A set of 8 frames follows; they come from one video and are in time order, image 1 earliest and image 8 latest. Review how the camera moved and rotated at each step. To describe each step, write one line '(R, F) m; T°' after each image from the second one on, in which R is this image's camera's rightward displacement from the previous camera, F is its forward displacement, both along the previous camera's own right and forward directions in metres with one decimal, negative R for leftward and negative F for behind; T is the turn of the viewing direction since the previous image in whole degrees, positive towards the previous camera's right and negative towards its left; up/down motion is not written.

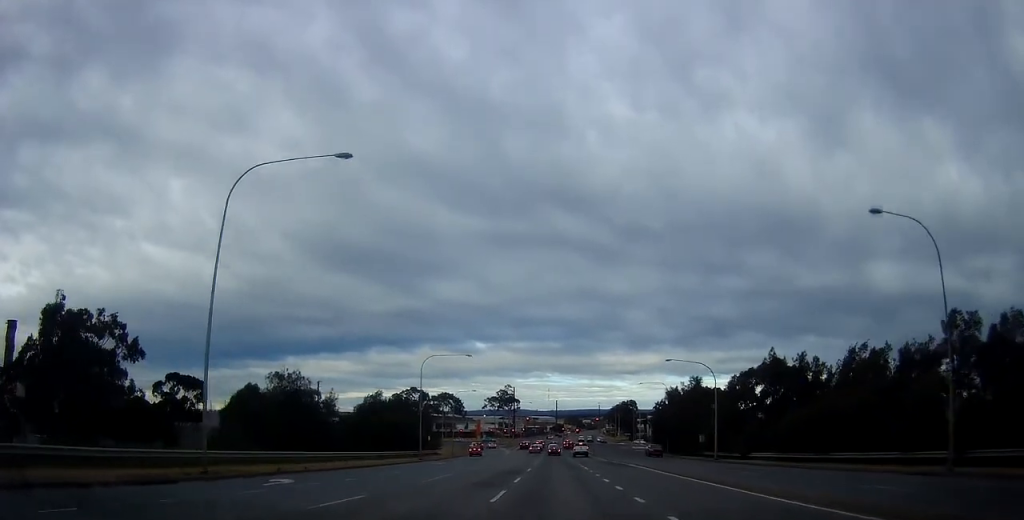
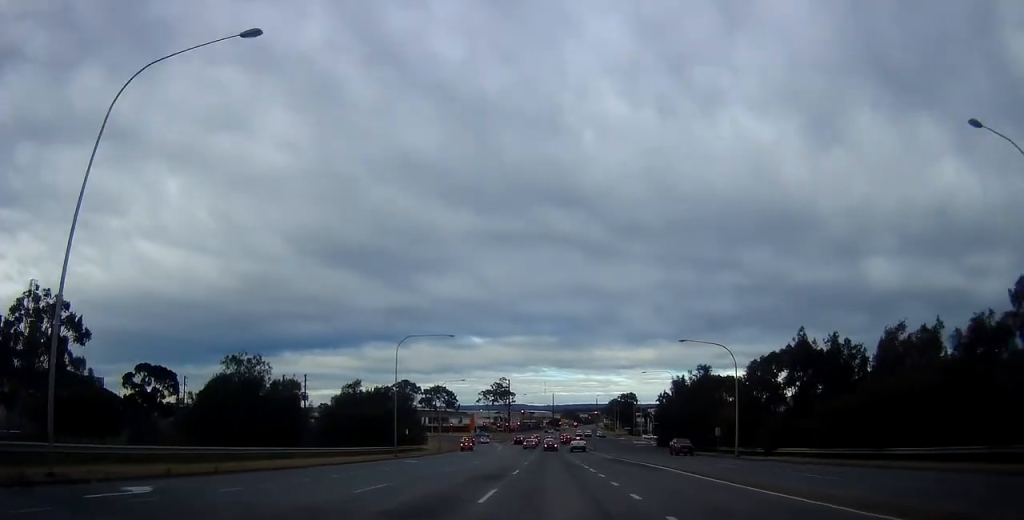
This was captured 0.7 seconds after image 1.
(0.0, +8.7) m; -1°
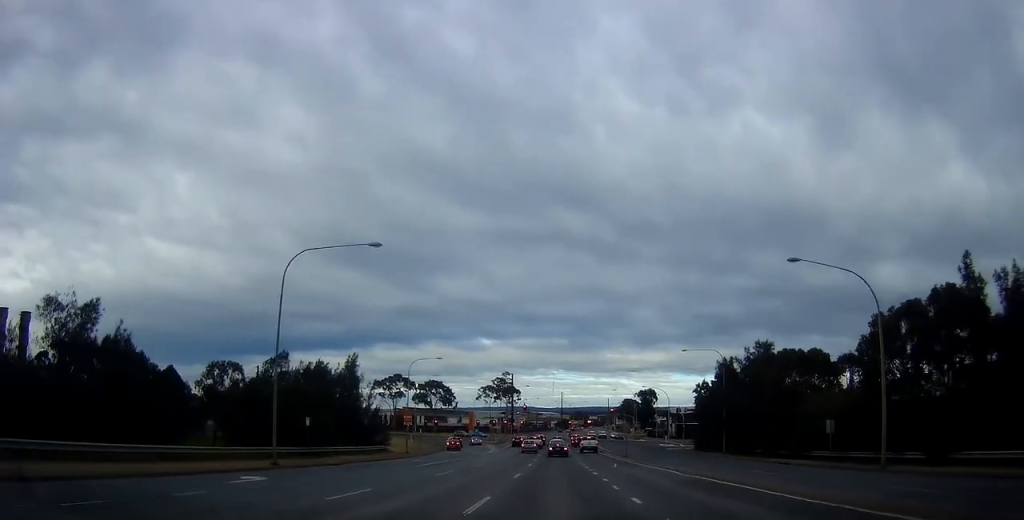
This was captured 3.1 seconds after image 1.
(-0.4, +25.4) m; 0°
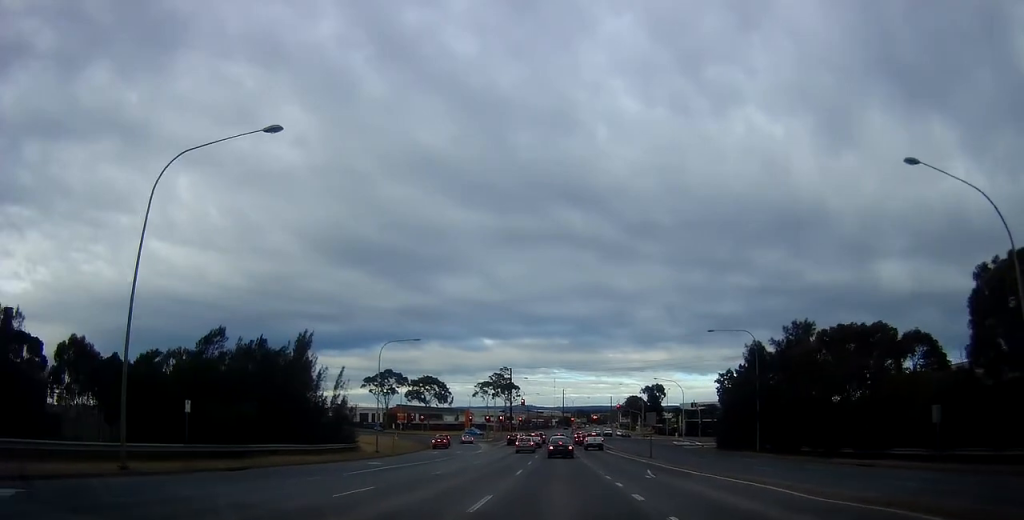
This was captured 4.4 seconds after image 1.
(+0.3, +12.4) m; +1°
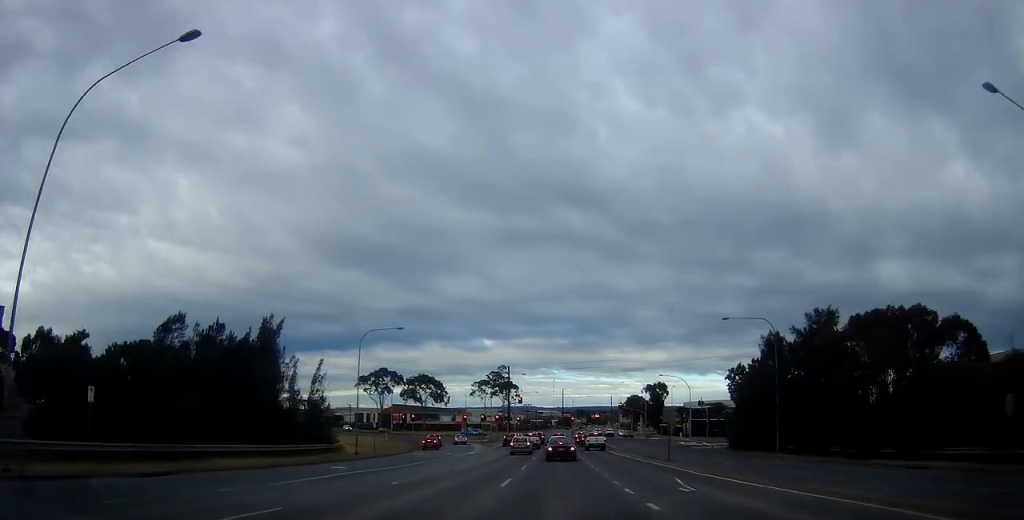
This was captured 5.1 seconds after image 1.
(+0.1, +5.9) m; -1°
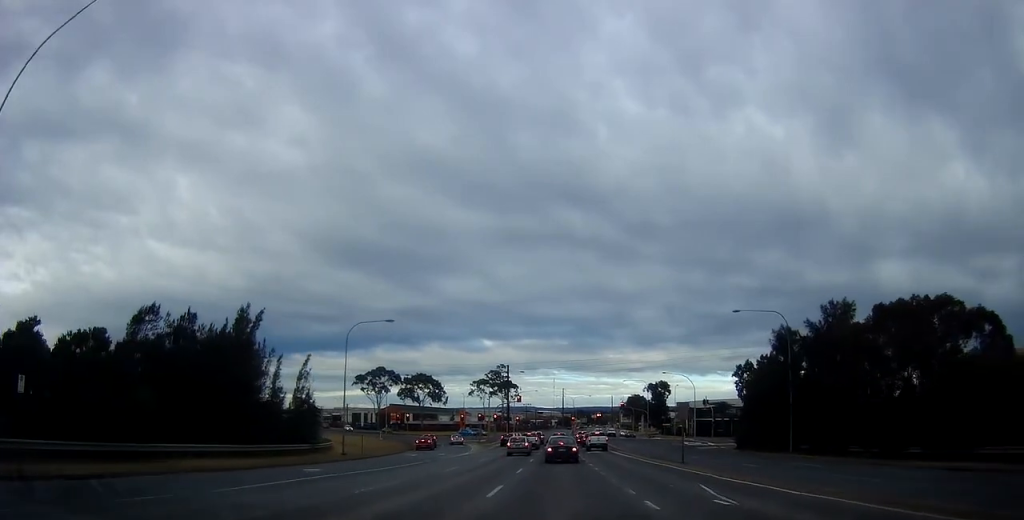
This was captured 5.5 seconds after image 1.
(-0.3, +3.3) m; 0°
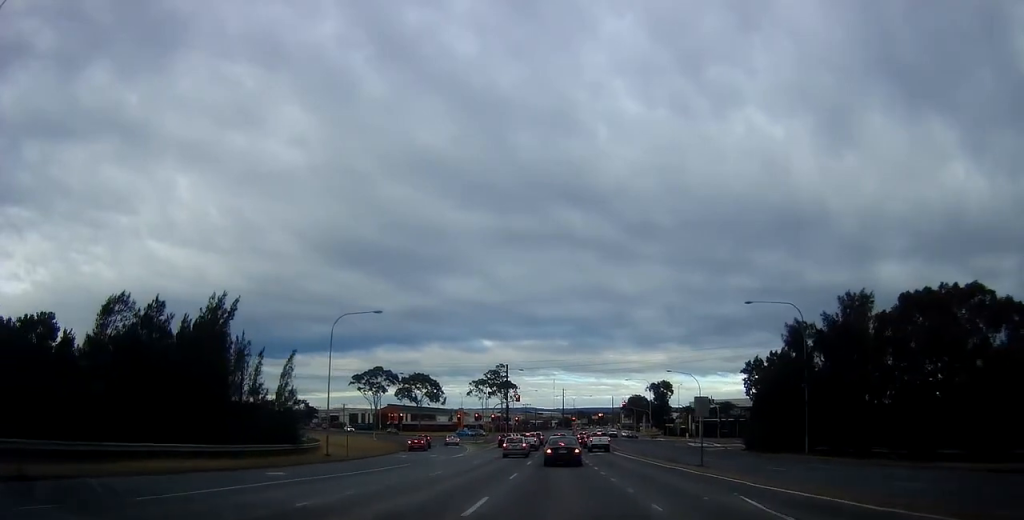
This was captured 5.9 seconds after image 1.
(-0.2, +3.6) m; 0°
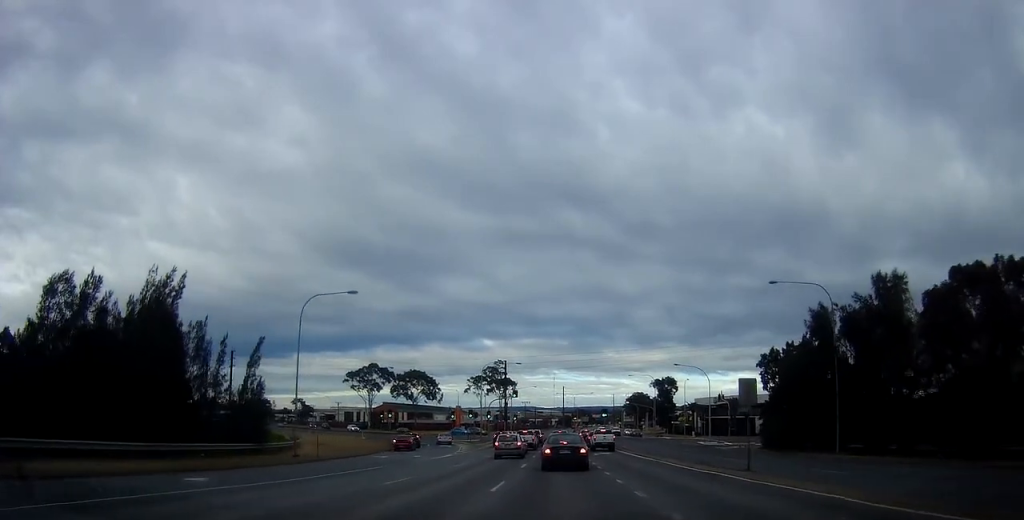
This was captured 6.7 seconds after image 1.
(+0.4, +6.0) m; +2°
